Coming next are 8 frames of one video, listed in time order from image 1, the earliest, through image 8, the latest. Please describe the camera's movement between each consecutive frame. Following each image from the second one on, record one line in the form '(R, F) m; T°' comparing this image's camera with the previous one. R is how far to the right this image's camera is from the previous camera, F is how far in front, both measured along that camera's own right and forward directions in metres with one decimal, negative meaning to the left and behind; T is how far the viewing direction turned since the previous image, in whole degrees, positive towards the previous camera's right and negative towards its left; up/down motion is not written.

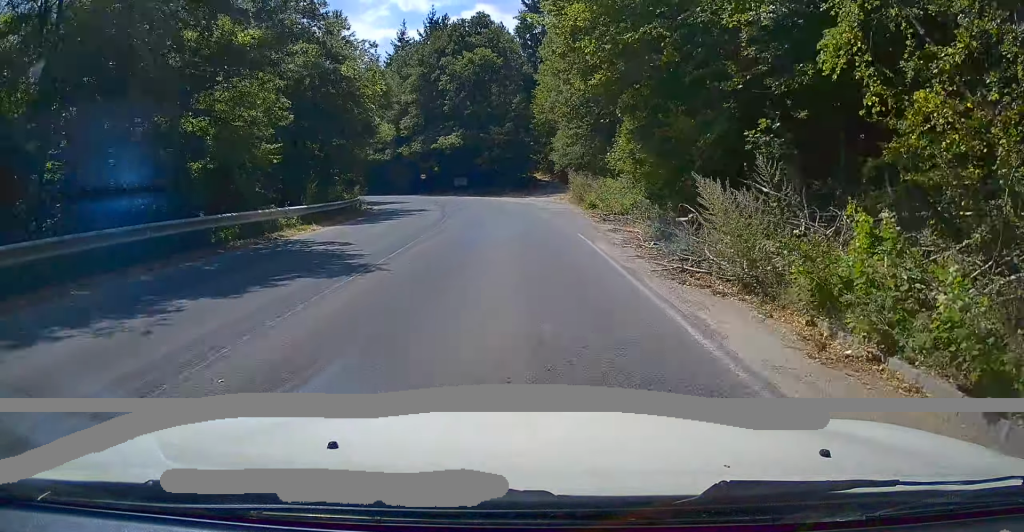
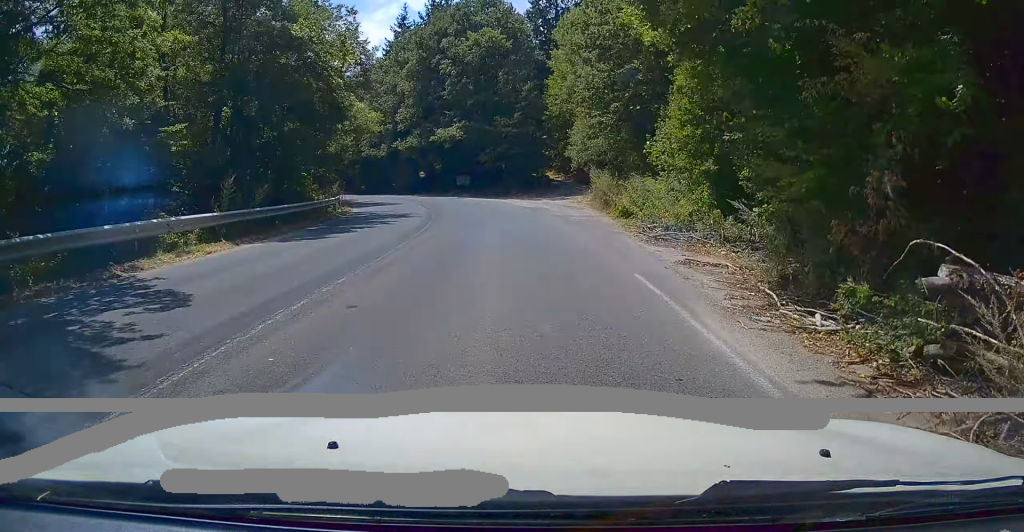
(-0.2, +7.7) m; -1°
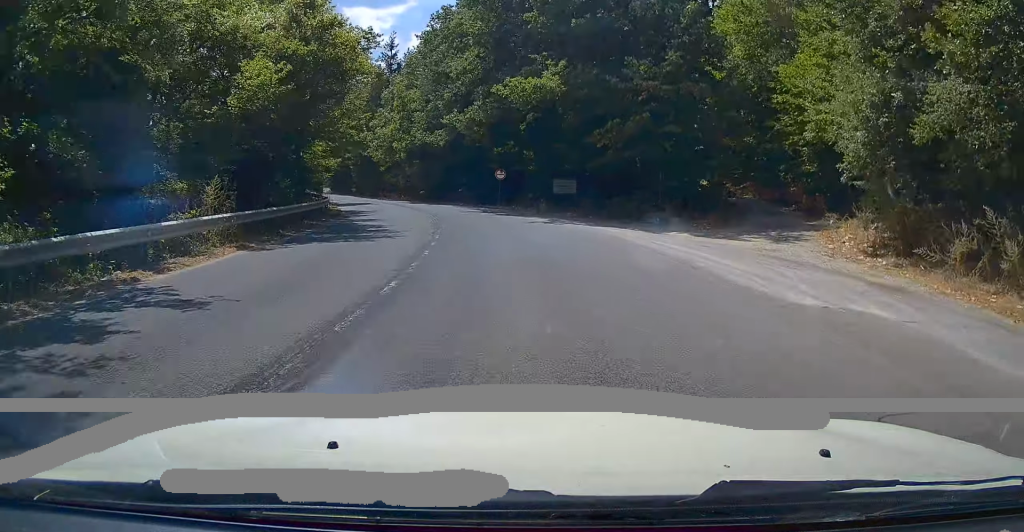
(-0.9, +26.4) m; -5°
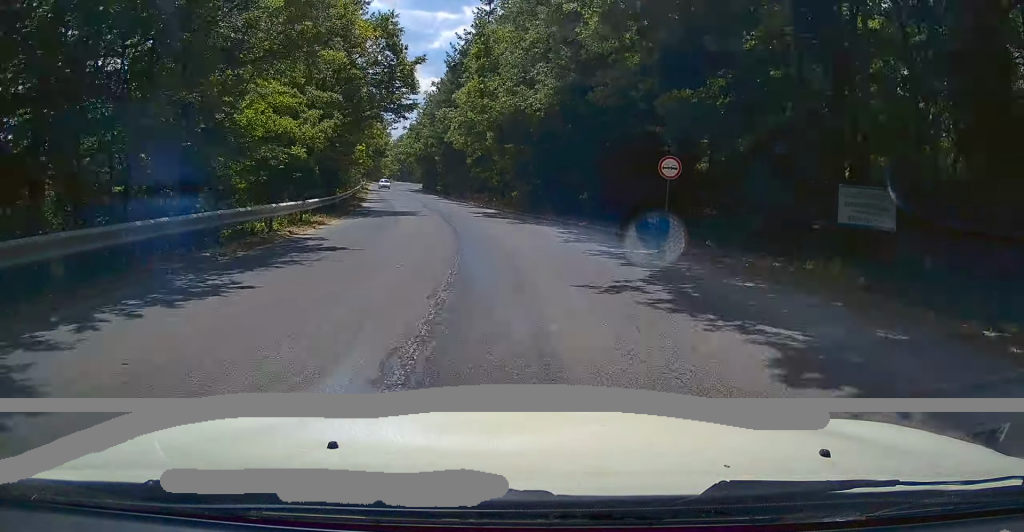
(-1.9, +24.4) m; -9°
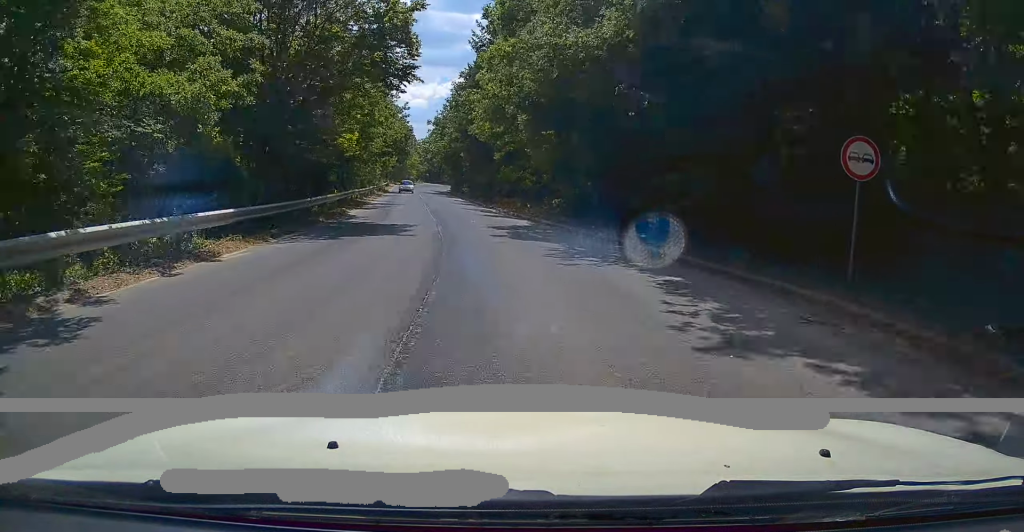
(-0.3, +10.4) m; -4°
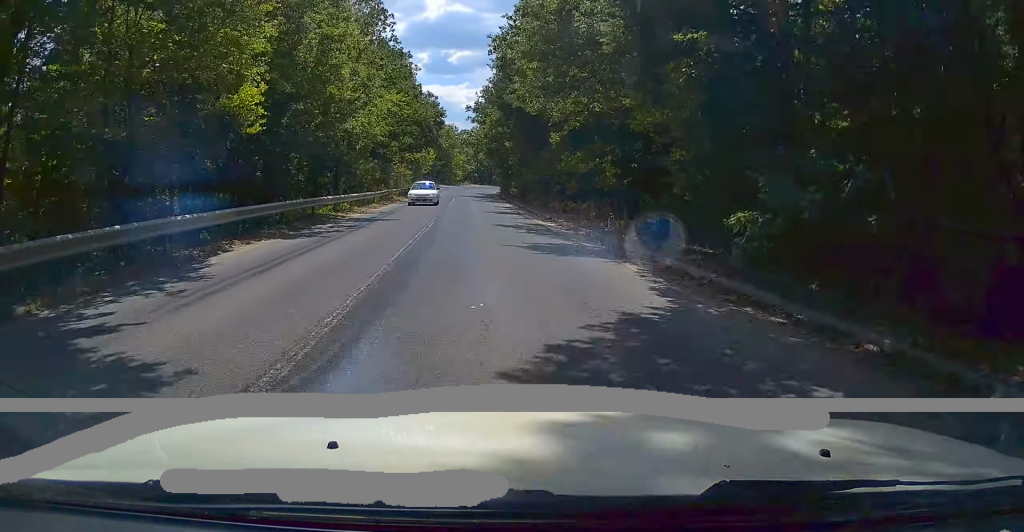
(-0.8, +16.9) m; -5°
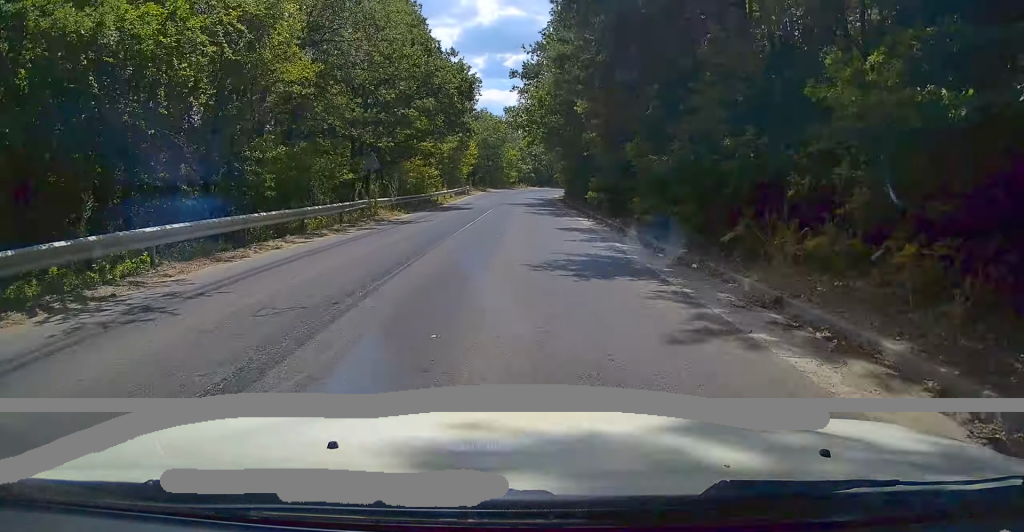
(-1.2, +22.5) m; -5°
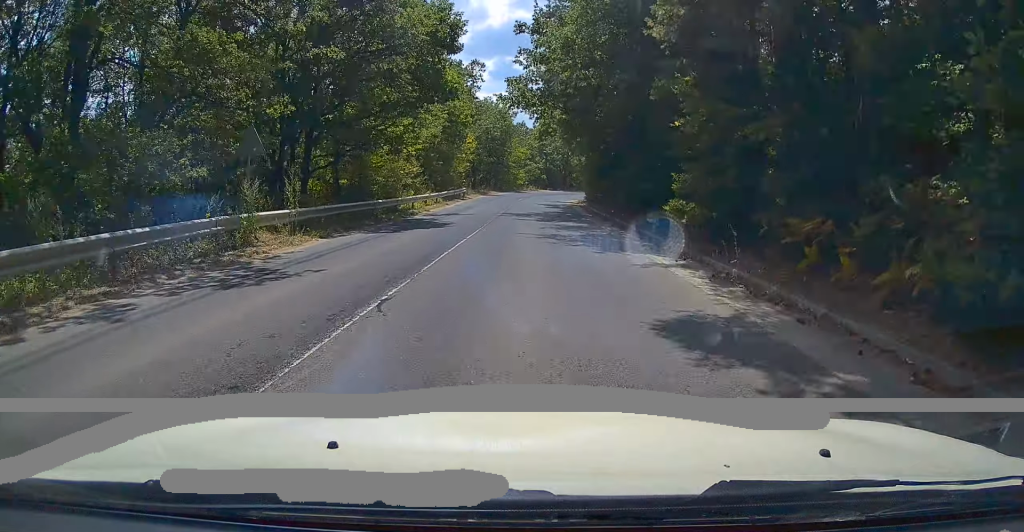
(-0.3, +14.3) m; -2°
